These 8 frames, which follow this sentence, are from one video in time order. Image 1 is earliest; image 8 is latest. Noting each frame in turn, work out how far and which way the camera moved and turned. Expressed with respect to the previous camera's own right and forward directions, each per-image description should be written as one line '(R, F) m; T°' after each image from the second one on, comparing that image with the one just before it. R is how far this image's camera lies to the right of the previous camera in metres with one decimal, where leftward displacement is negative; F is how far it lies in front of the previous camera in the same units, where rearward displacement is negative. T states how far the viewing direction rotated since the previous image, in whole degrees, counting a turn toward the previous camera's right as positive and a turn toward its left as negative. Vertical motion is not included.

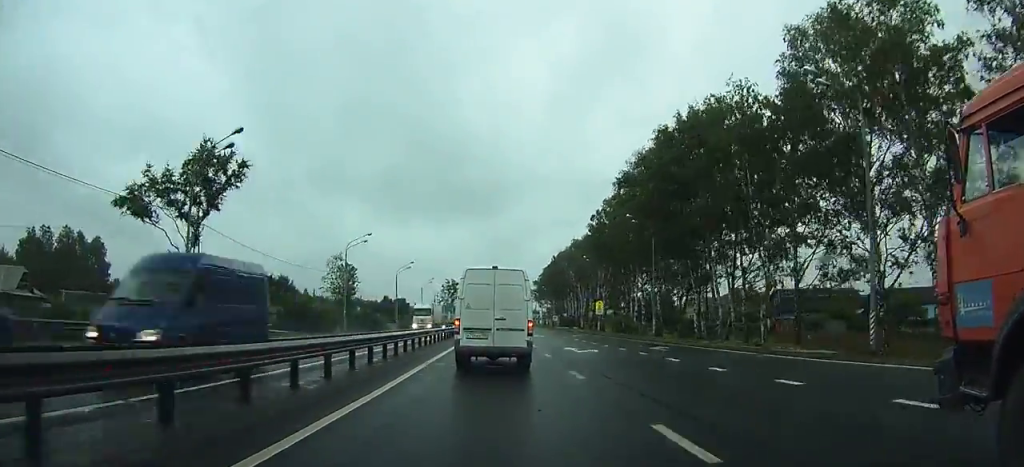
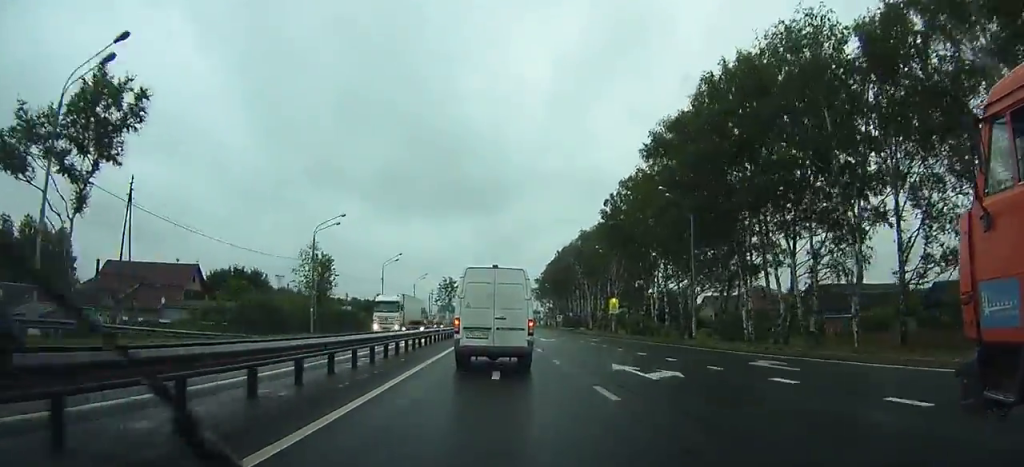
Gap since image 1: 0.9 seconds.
(0.0, +11.9) m; 0°
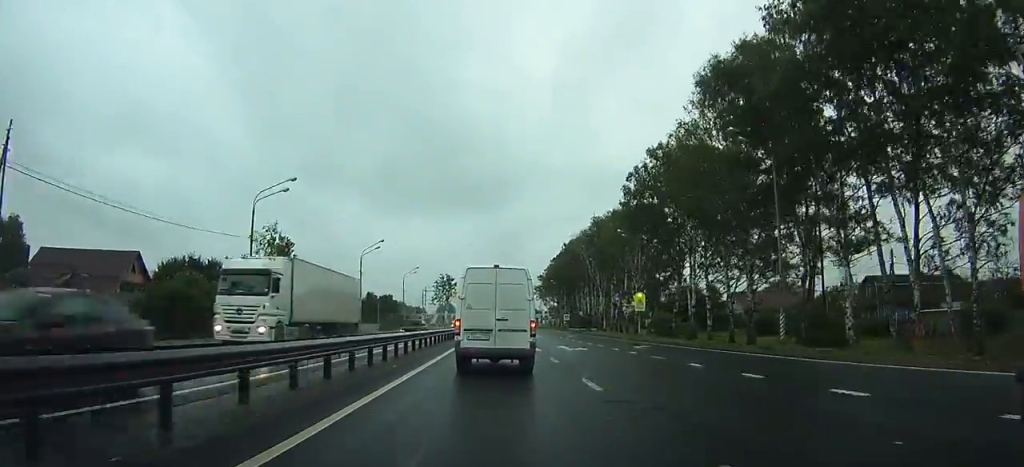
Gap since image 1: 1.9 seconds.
(+0.1, +14.3) m; 0°
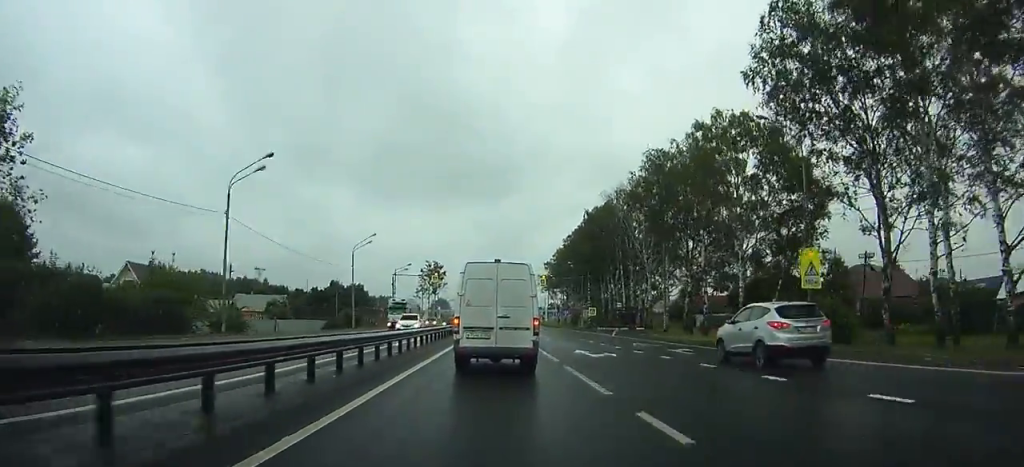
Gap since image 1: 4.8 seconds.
(+0.1, +36.6) m; 0°
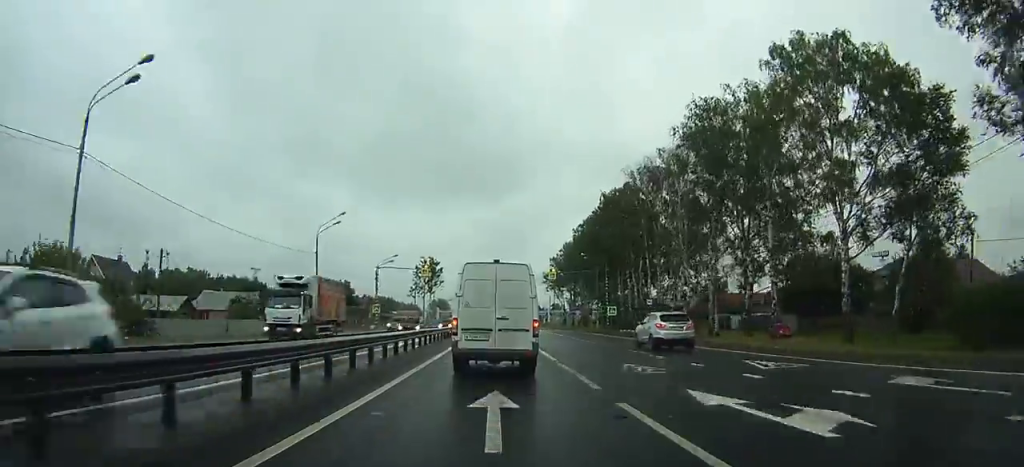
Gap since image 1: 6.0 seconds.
(+0.1, +14.4) m; 0°
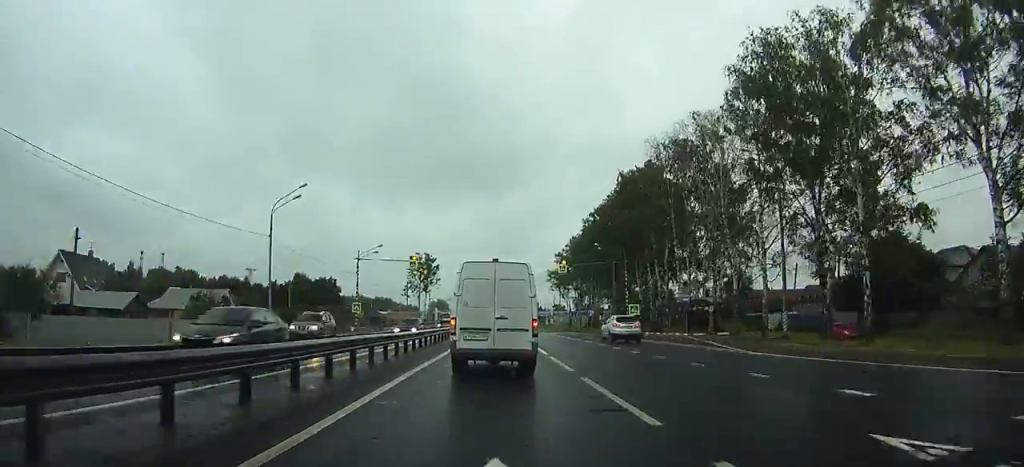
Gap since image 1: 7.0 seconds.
(0.0, +11.6) m; 0°
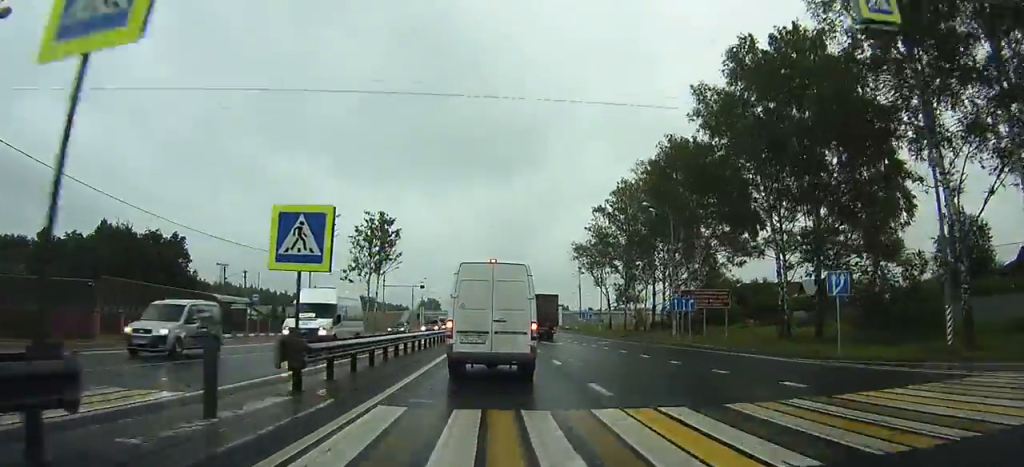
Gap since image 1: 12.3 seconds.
(-0.6, +60.6) m; 0°
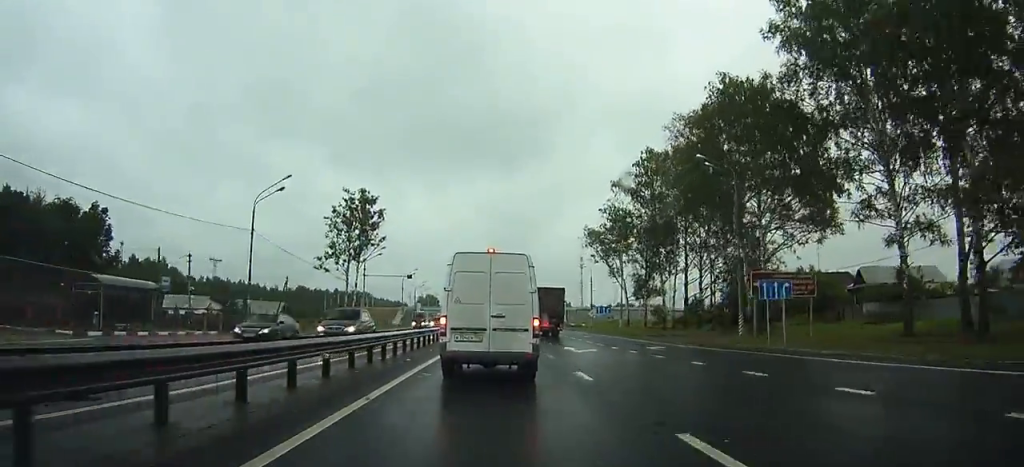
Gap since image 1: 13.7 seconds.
(+0.2, +14.5) m; 0°
